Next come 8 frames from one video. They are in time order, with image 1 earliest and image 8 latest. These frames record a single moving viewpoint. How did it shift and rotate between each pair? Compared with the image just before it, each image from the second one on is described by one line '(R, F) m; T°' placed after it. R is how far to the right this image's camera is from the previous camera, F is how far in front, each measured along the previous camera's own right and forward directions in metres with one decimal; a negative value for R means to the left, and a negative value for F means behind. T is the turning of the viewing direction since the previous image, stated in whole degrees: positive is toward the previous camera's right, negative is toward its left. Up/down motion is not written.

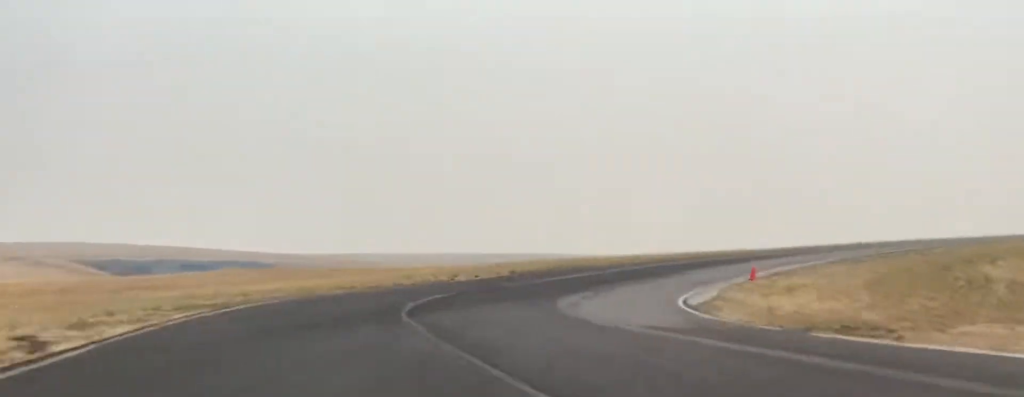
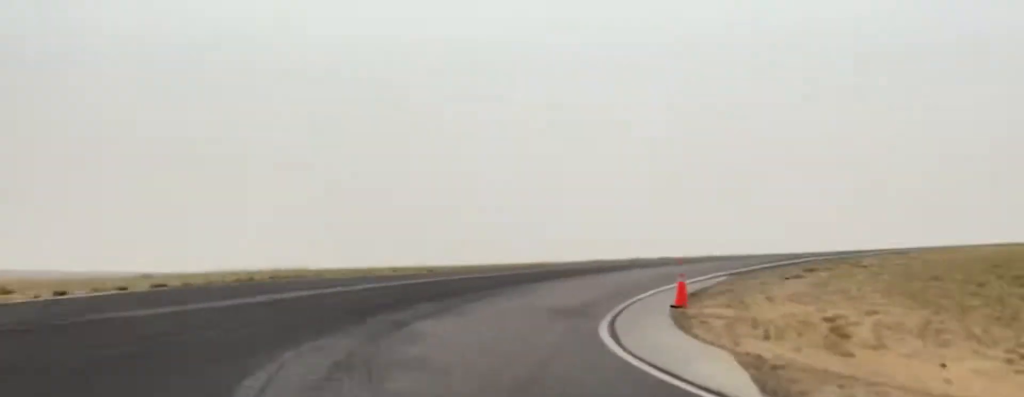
(+0.1, +25.3) m; +22°
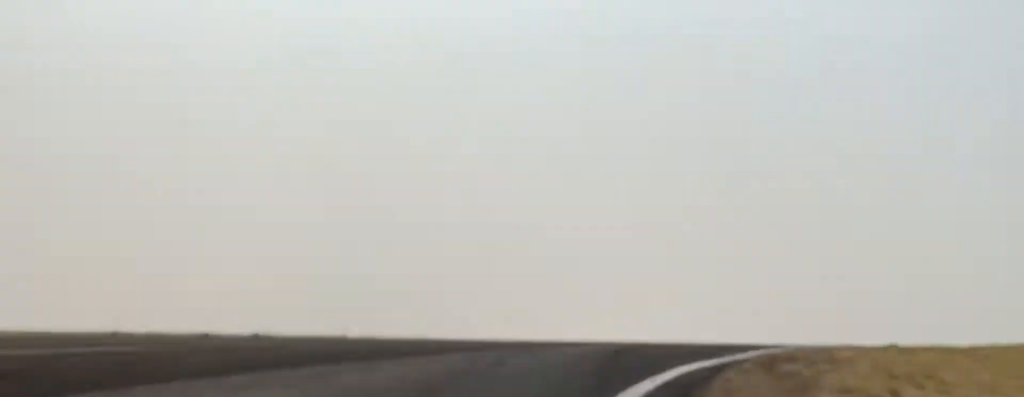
(+9.7, +21.7) m; +32°
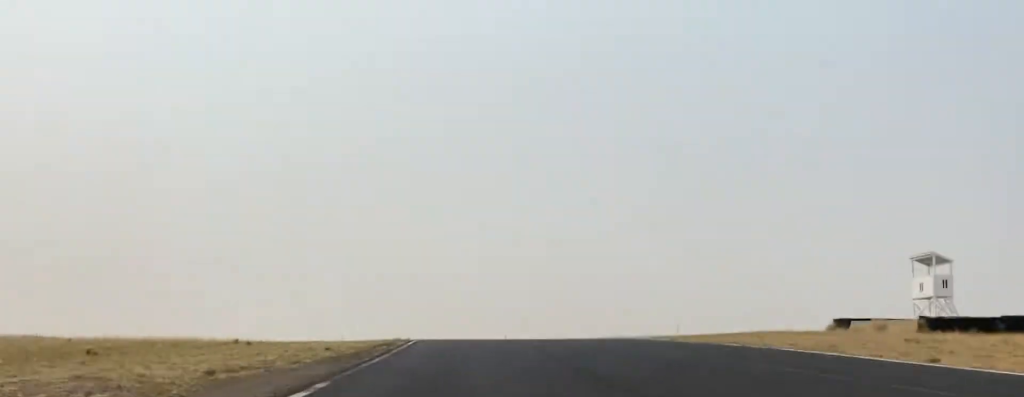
(+21.6, +58.7) m; +27°
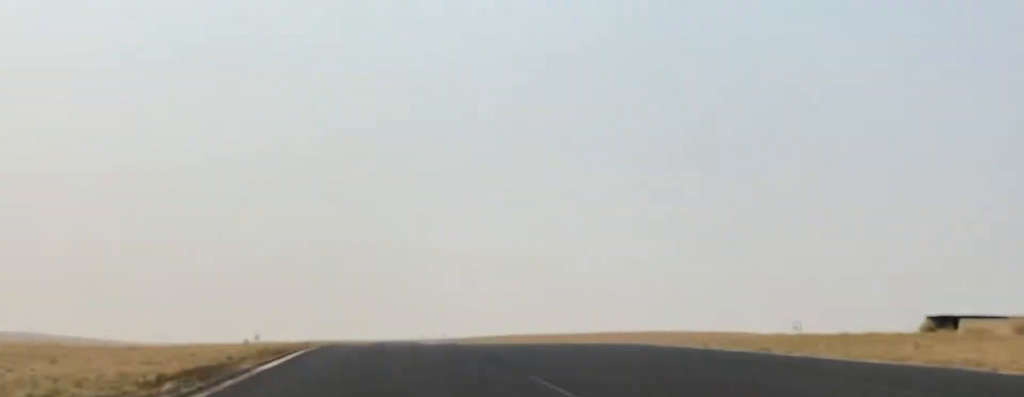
(+0.3, +19.5) m; +1°
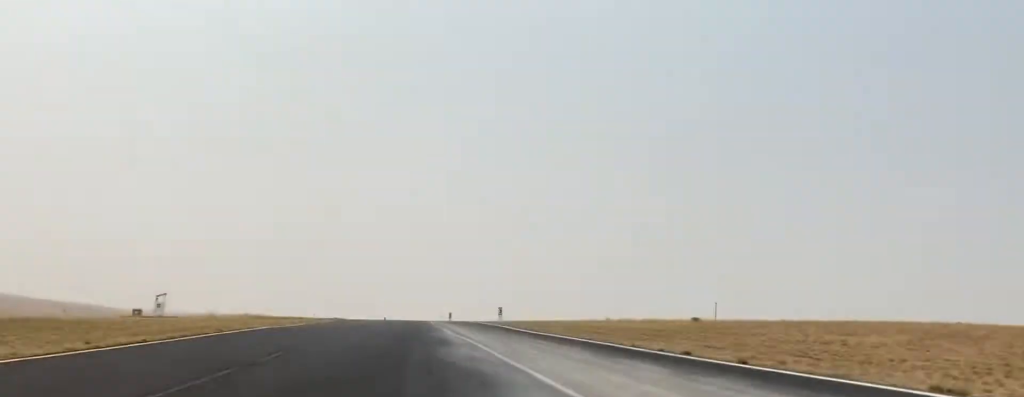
(-2.8, +105.3) m; -6°
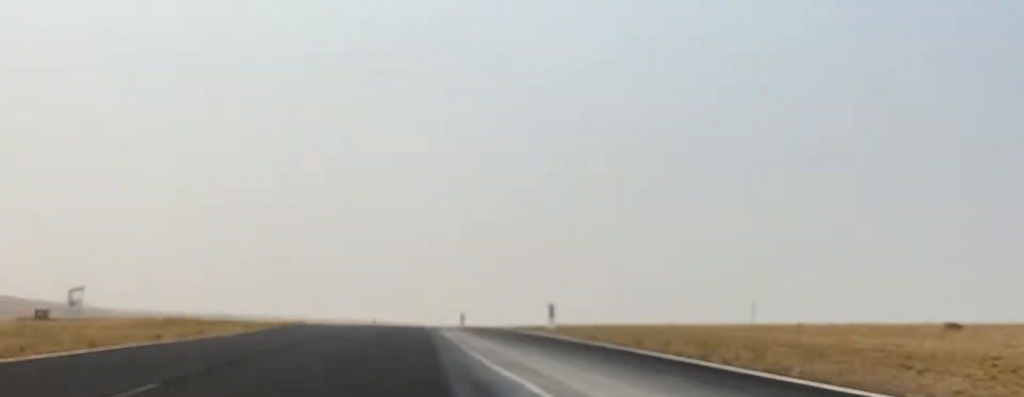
(-0.4, +31.1) m; -2°
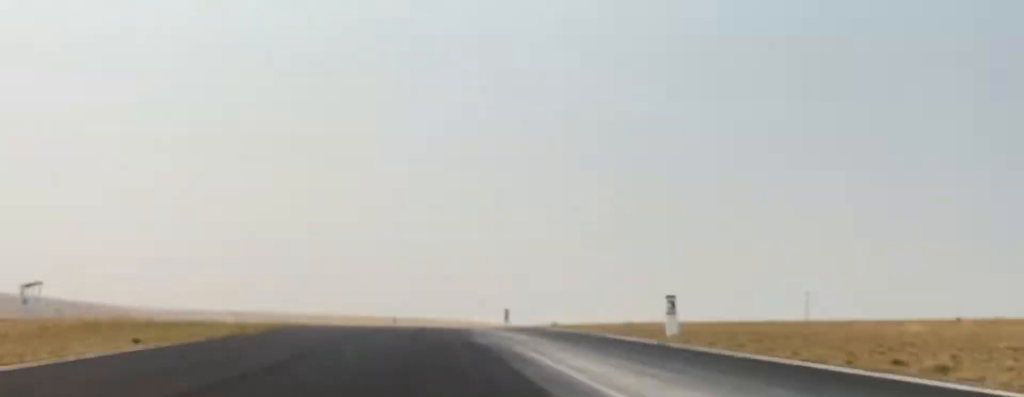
(+0.2, +18.7) m; -1°
